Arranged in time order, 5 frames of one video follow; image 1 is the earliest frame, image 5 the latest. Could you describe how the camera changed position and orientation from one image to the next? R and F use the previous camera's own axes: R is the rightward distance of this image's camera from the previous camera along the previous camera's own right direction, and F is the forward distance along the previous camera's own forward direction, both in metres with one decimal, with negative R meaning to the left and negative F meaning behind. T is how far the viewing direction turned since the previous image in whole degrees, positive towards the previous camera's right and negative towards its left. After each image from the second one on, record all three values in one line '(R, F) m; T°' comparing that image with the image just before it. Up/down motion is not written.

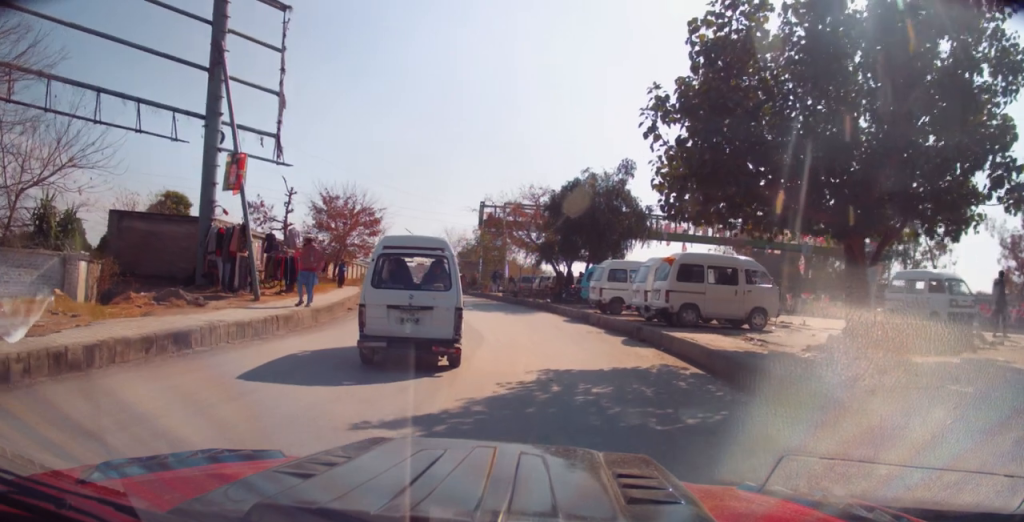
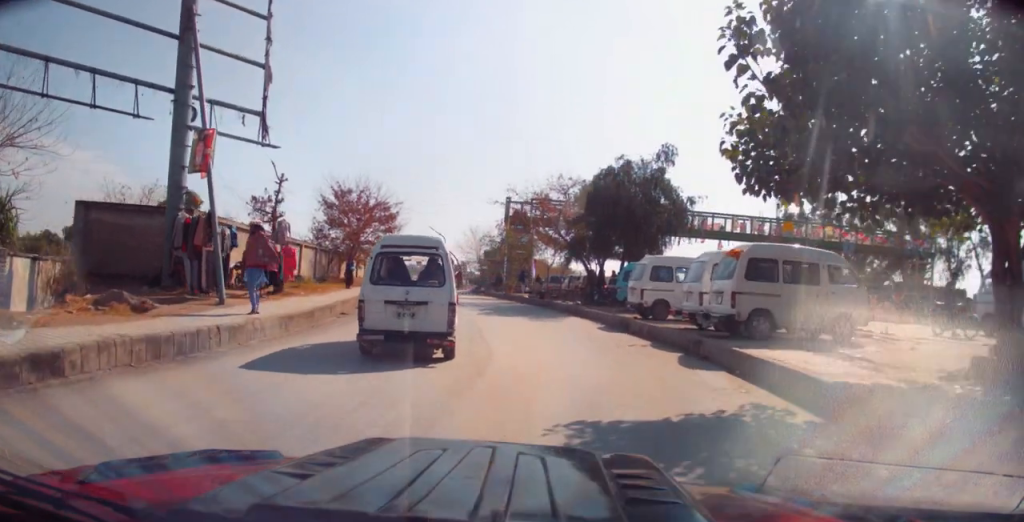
(-0.1, +3.3) m; -3°
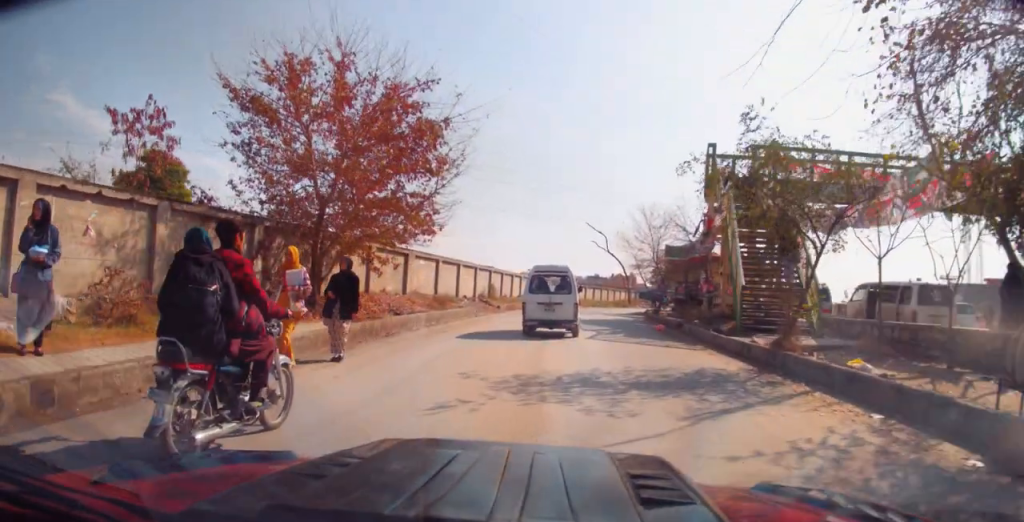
(-4.1, +26.0) m; -11°
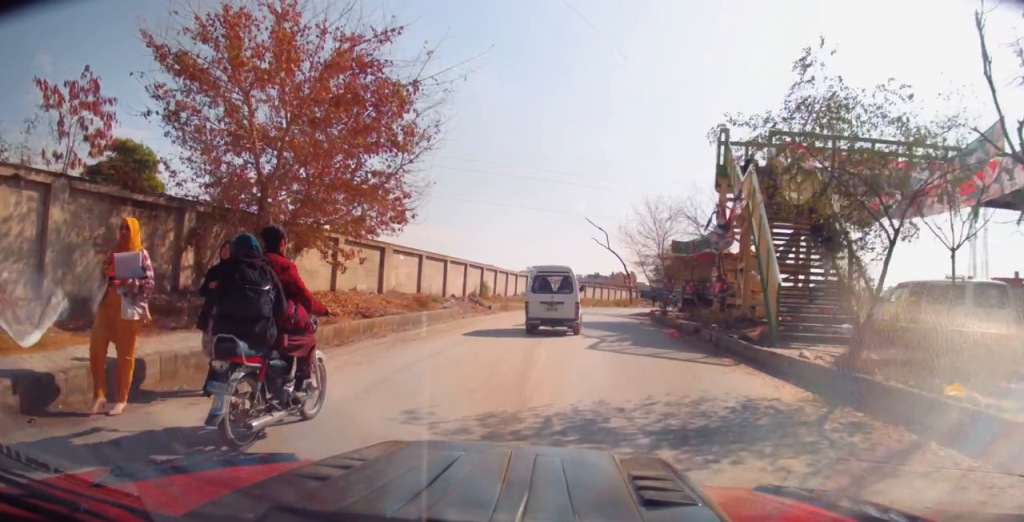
(0.0, +2.8) m; -1°
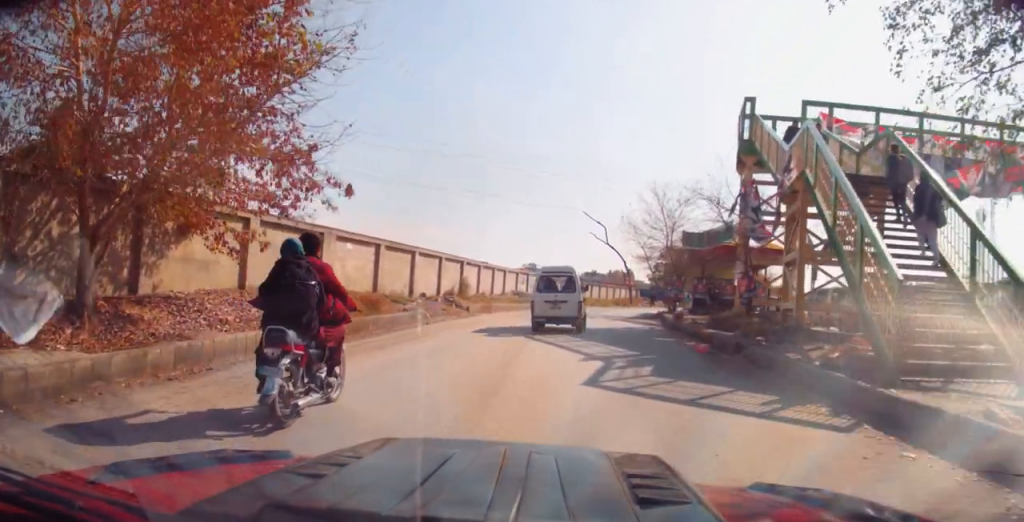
(-0.1, +4.7) m; -2°
